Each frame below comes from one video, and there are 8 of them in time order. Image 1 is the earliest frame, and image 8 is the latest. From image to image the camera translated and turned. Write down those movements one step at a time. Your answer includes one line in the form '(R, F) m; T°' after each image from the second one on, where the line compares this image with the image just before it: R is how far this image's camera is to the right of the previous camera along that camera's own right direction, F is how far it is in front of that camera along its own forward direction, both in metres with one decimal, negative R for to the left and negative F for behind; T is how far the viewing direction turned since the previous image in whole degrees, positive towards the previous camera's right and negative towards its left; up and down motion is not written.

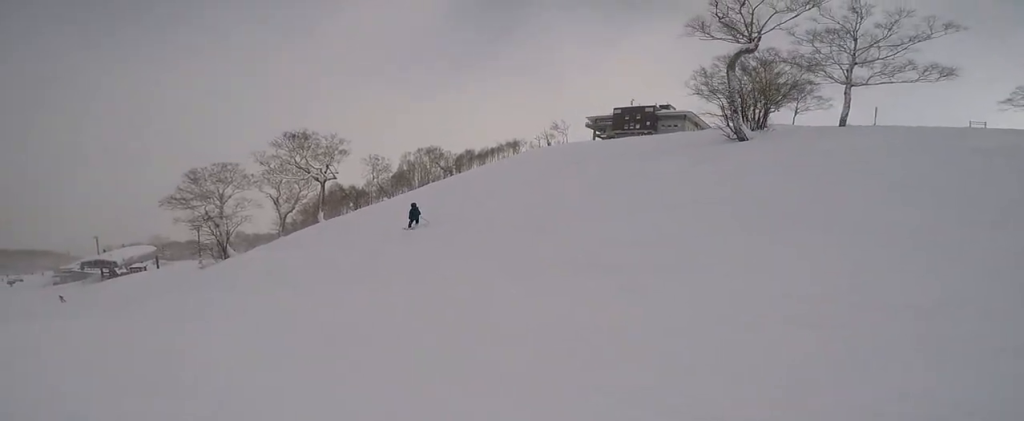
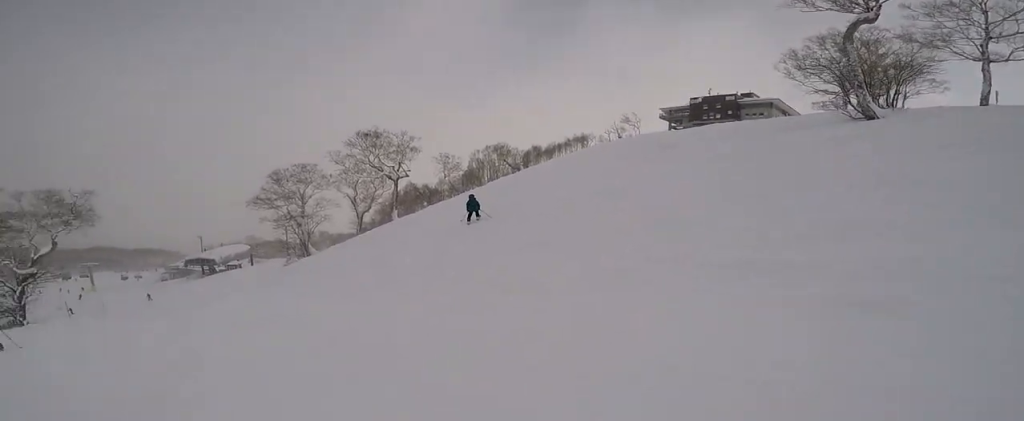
(0.0, +2.3) m; -3°
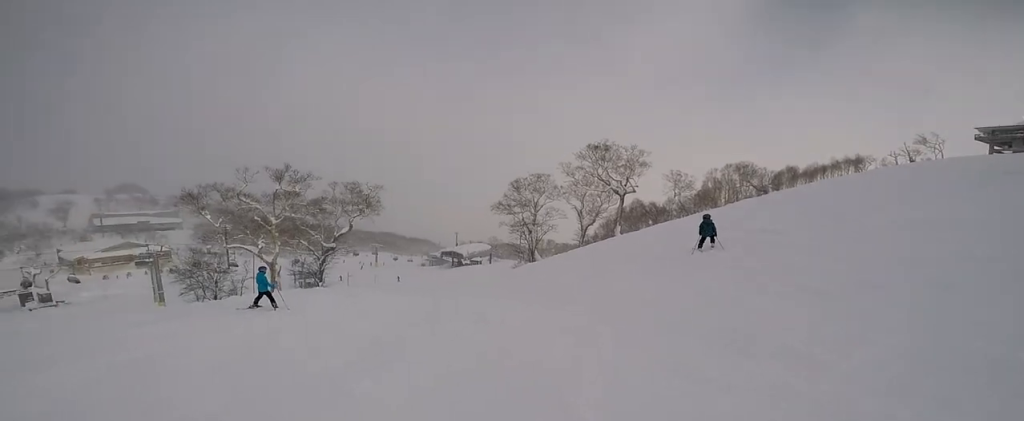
(0.0, +1.9) m; -6°
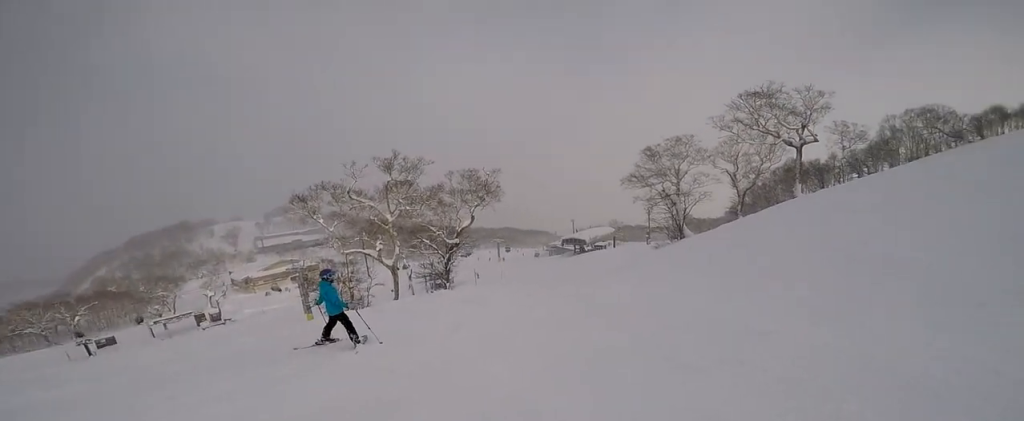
(-1.6, +7.4) m; -6°
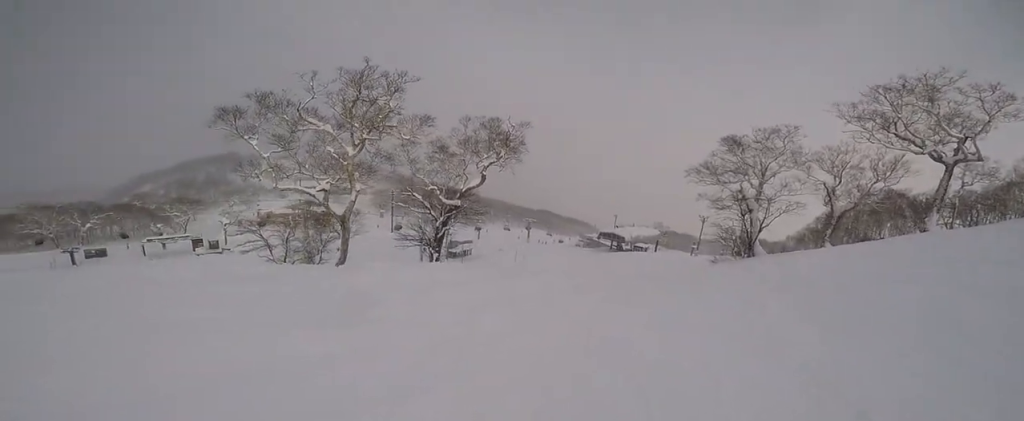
(+0.2, +9.1) m; -14°
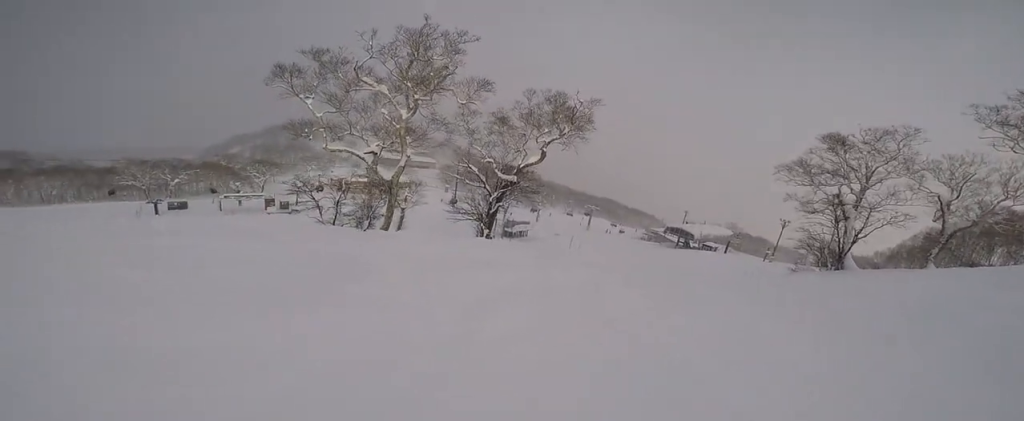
(-0.2, +1.9) m; -5°
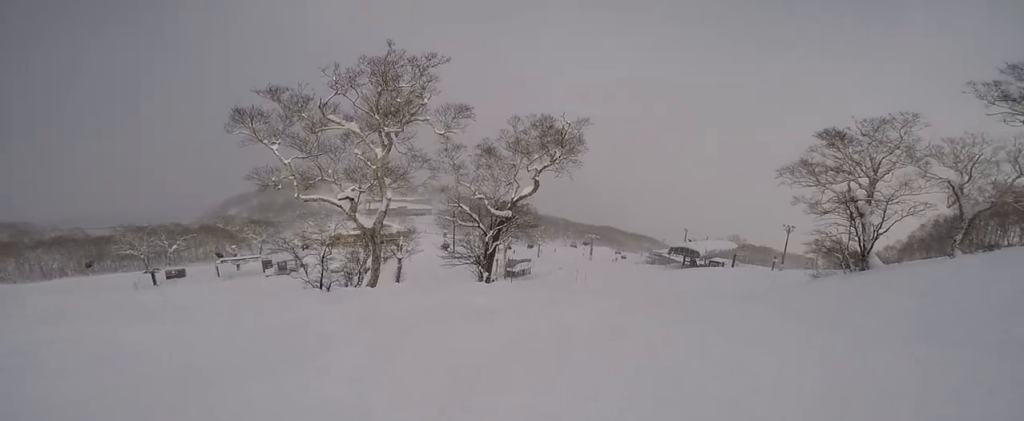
(0.0, +2.0) m; +5°
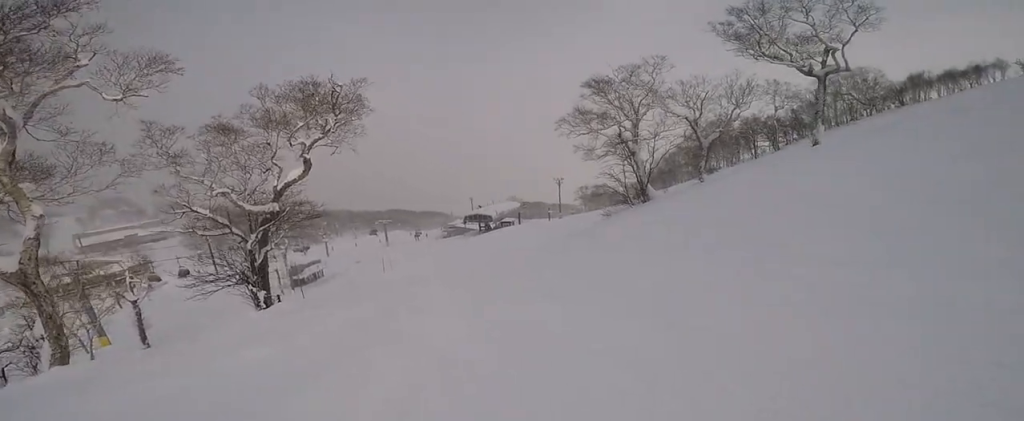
(+0.2, +4.0) m; +14°
